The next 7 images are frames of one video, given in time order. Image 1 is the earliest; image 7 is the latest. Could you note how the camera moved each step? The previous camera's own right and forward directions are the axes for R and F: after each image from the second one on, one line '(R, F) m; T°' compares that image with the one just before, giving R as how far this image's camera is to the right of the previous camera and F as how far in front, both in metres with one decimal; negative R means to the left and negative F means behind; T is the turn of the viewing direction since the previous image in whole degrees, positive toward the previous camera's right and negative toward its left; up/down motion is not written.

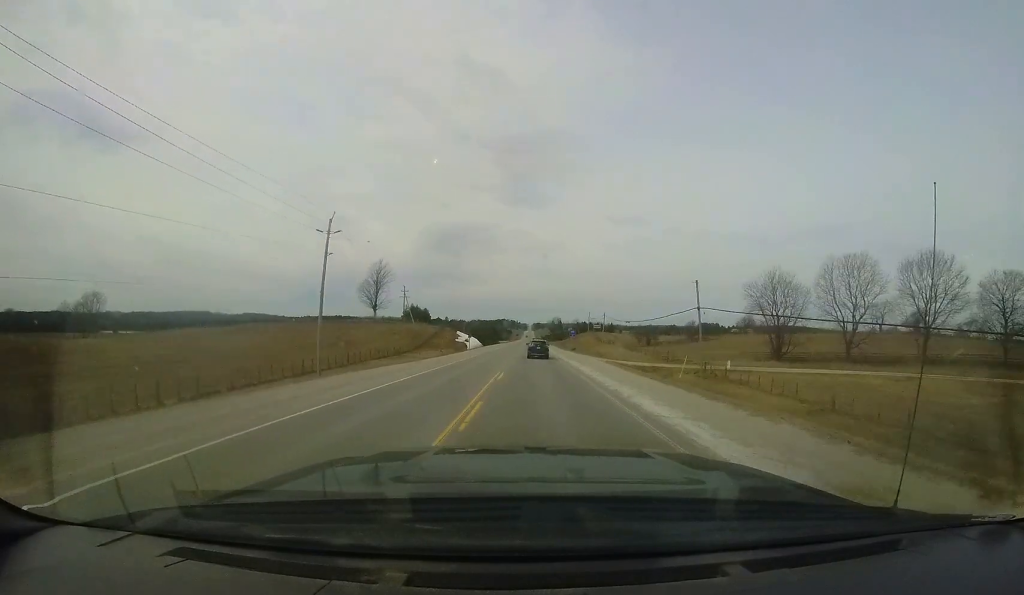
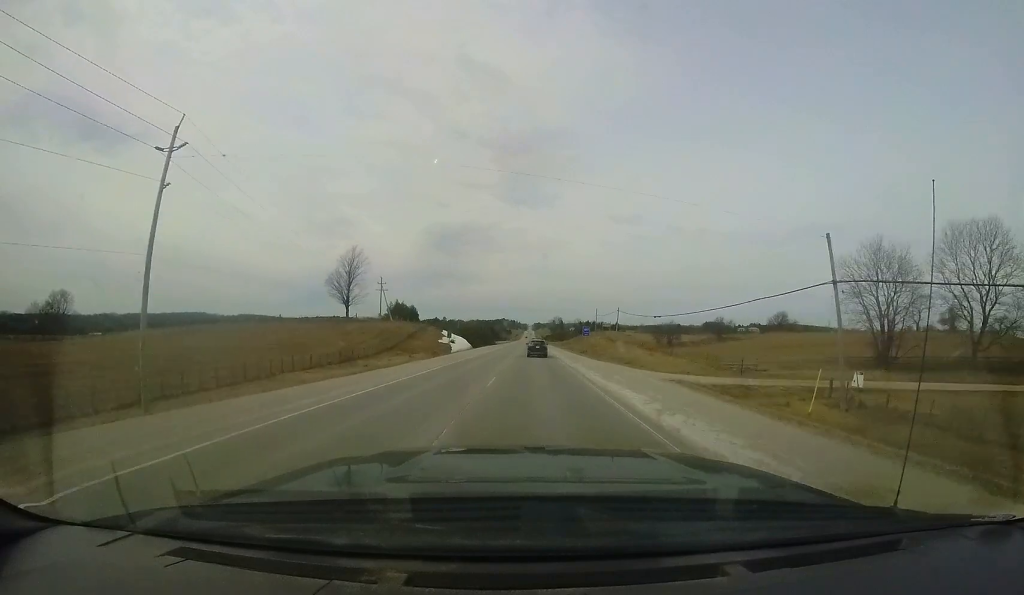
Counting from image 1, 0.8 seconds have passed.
(+0.1, +16.8) m; 0°
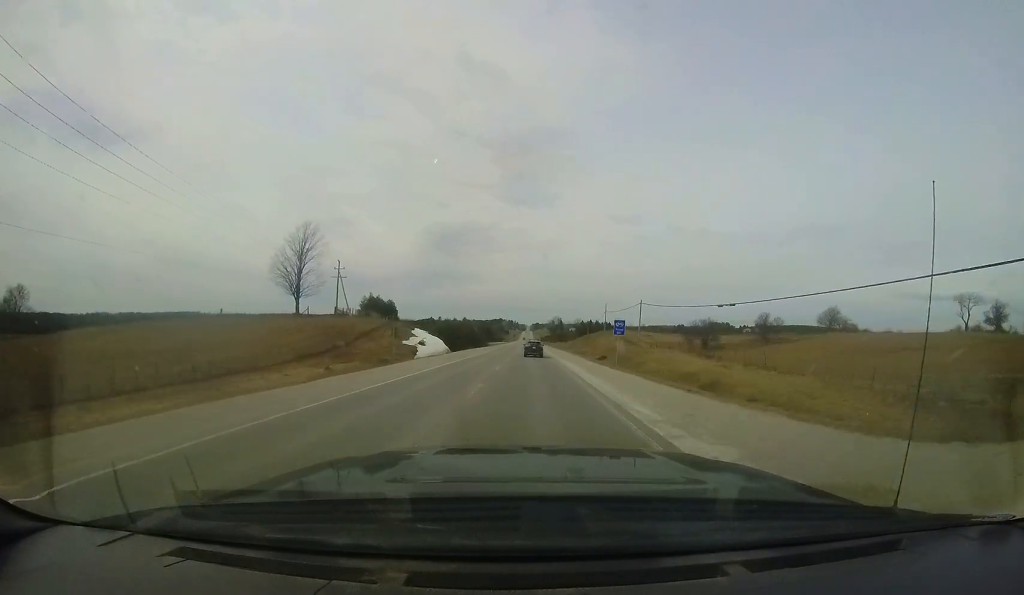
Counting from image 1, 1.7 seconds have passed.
(+0.2, +19.8) m; 0°
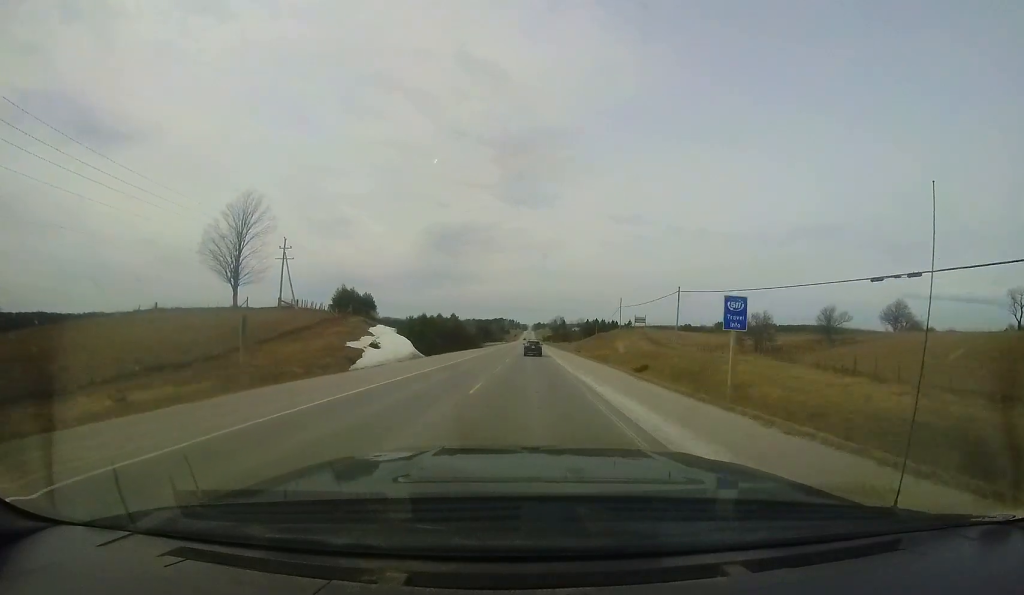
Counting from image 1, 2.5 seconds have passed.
(-0.1, +17.2) m; 0°
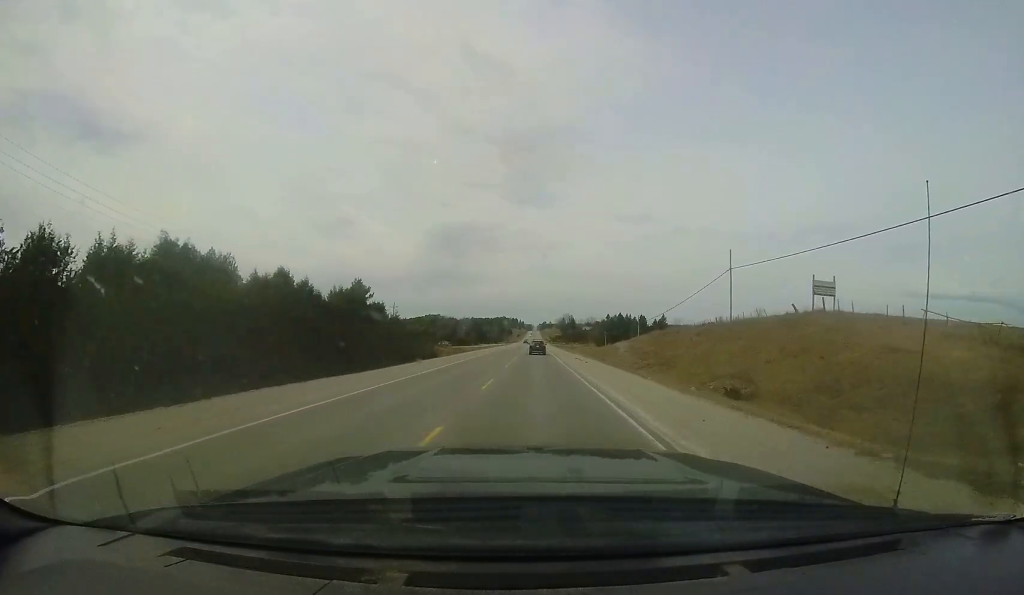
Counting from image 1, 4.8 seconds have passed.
(+0.3, +52.4) m; 0°
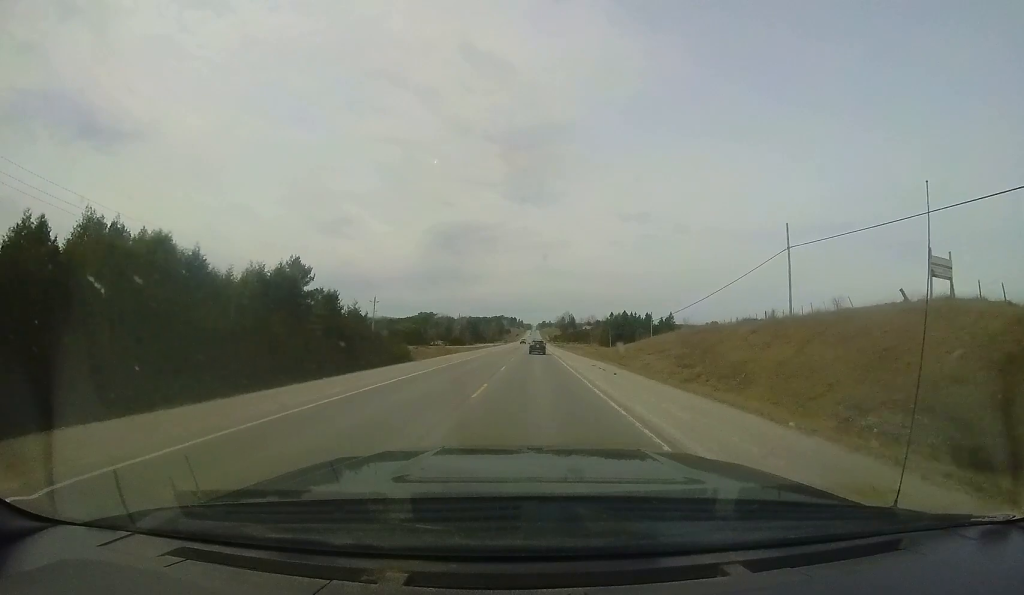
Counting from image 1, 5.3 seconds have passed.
(-0.1, +11.1) m; 0°
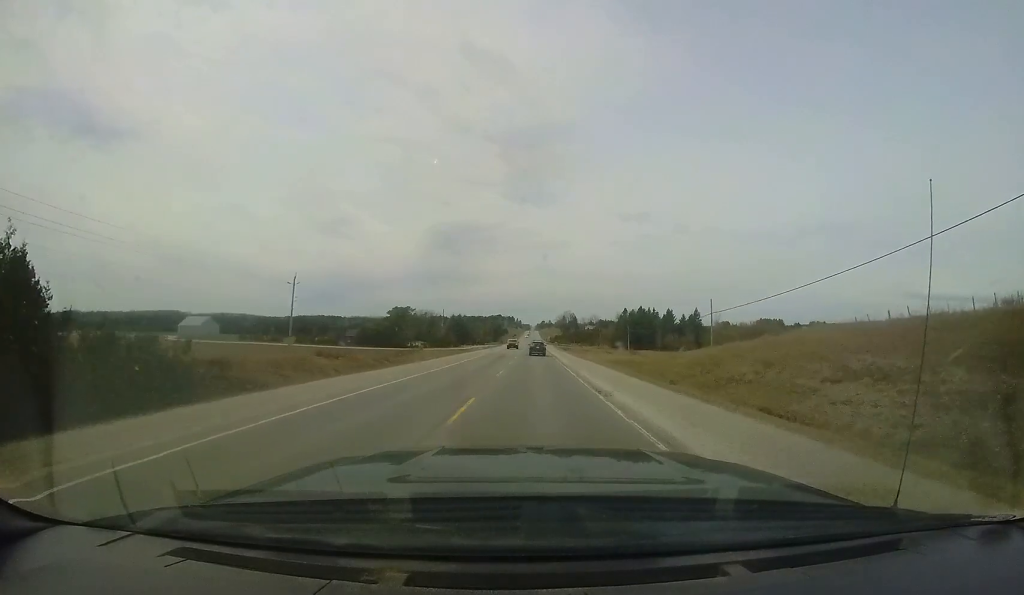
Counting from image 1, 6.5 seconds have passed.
(+0.2, +29.1) m; 0°
